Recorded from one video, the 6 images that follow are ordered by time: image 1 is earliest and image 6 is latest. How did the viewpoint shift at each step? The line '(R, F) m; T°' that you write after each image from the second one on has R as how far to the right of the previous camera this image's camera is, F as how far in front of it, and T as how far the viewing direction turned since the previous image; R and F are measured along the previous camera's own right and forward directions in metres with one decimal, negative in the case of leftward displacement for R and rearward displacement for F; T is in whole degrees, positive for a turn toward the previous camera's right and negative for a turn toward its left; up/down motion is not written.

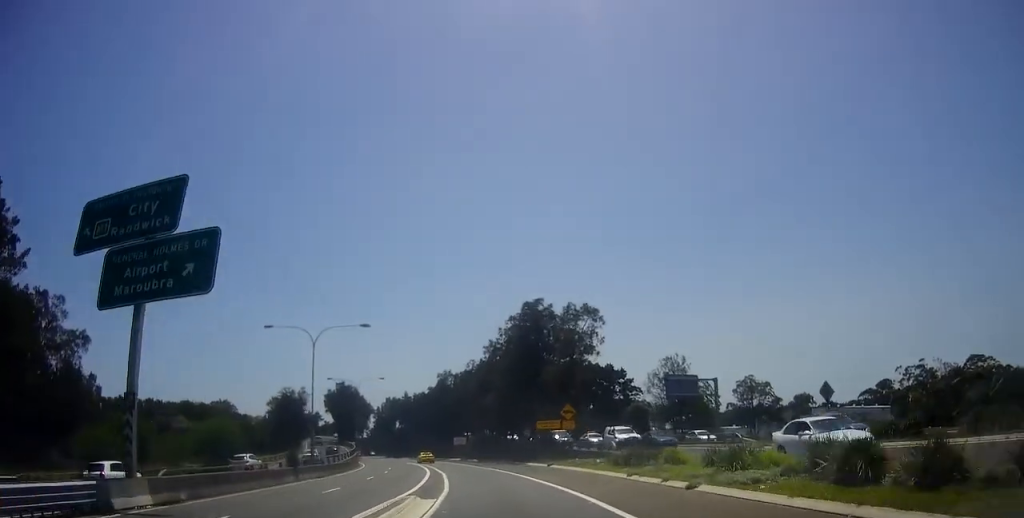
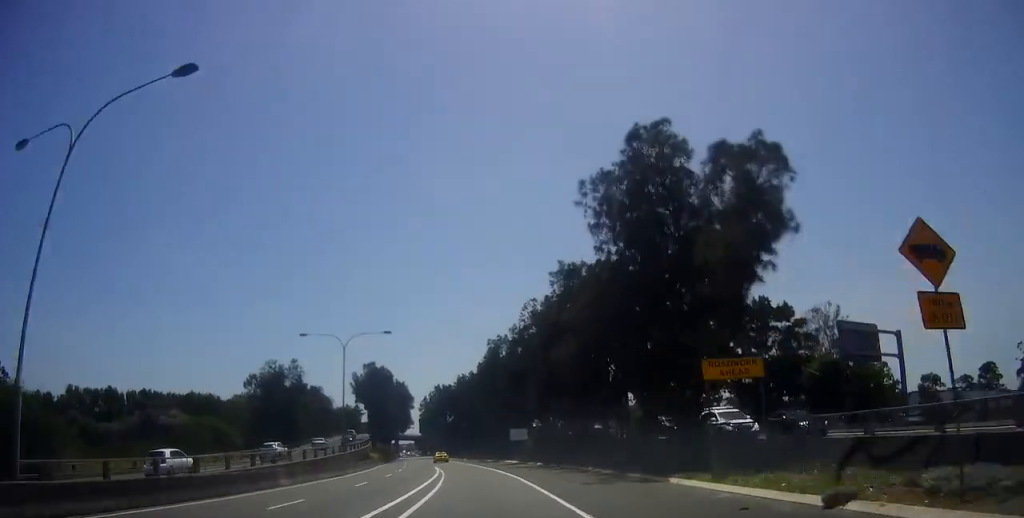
(-1.6, +29.0) m; -8°
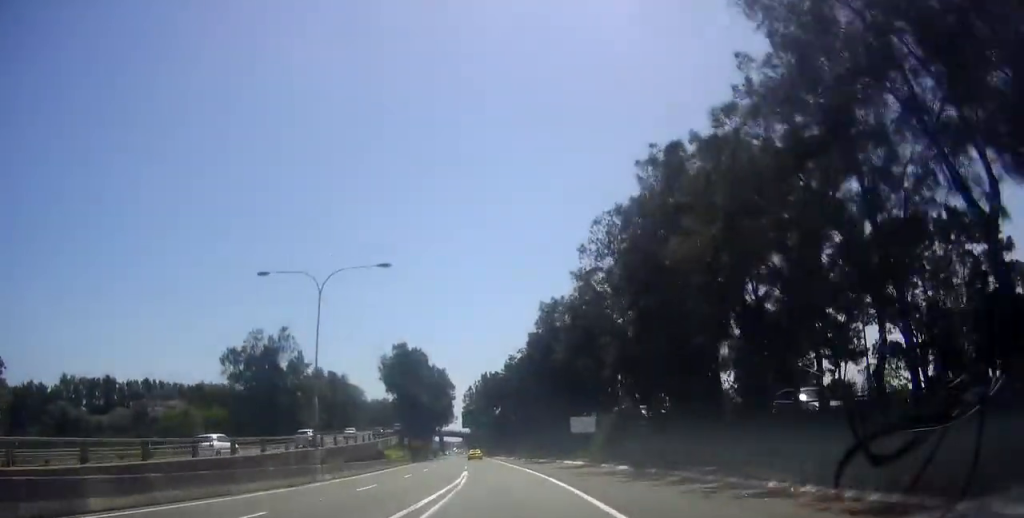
(-0.6, +16.8) m; -2°
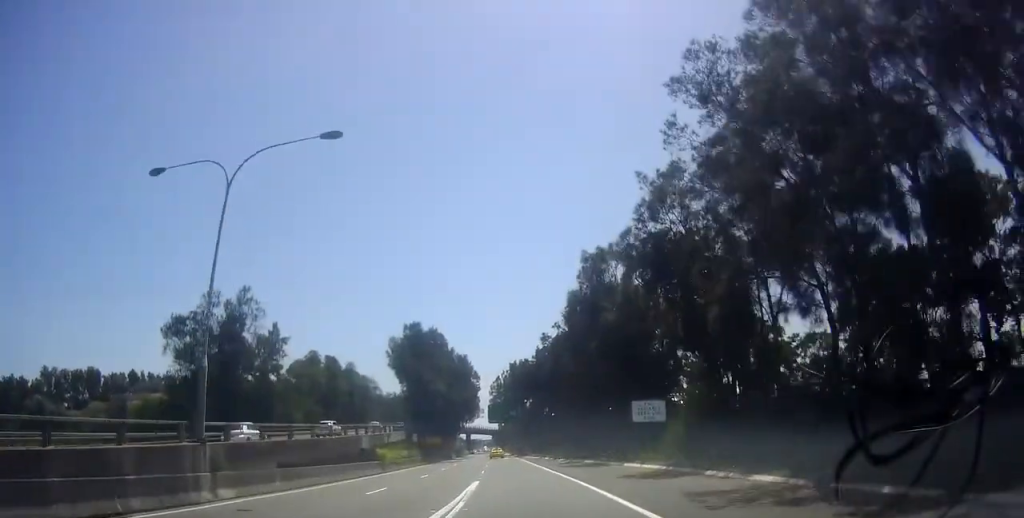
(0.0, +13.9) m; 0°
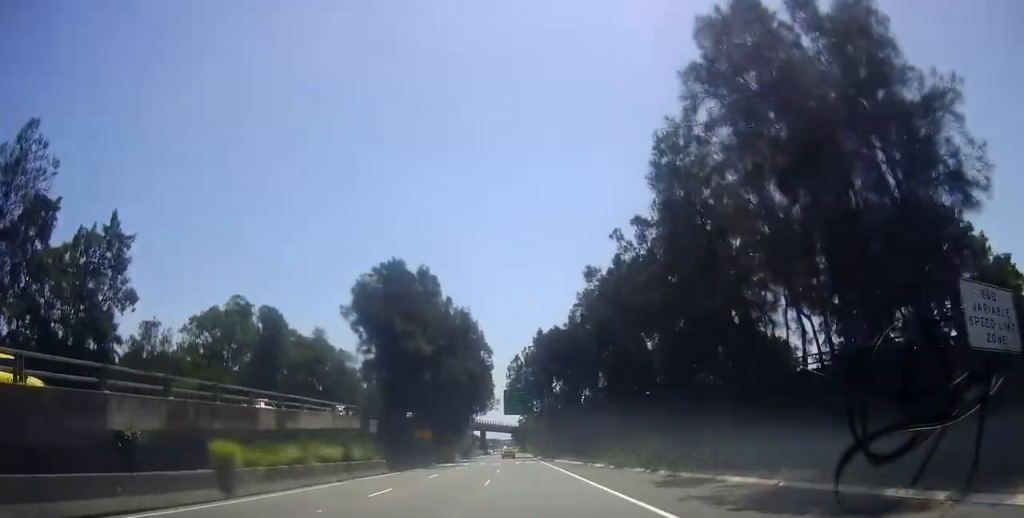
(0.0, +24.9) m; -2°
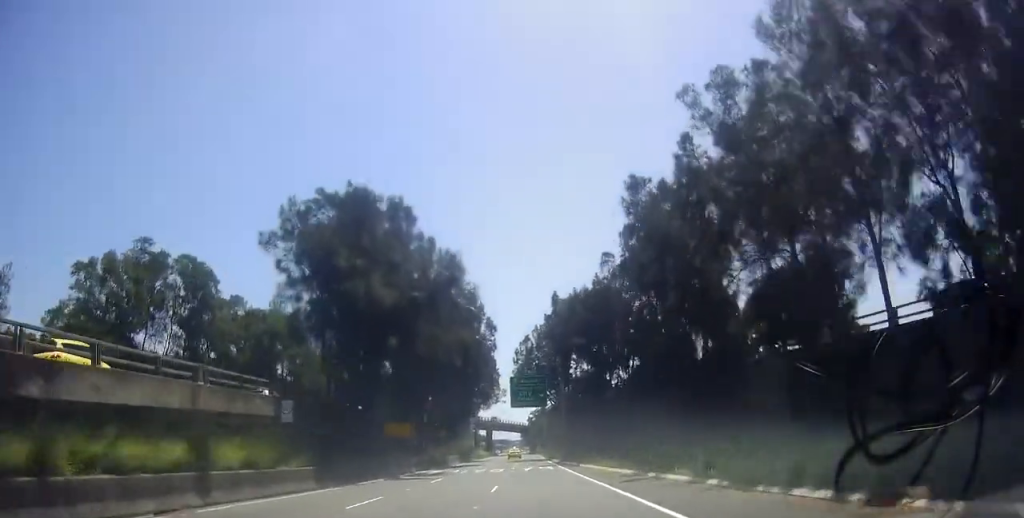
(-0.5, +14.7) m; -3°
